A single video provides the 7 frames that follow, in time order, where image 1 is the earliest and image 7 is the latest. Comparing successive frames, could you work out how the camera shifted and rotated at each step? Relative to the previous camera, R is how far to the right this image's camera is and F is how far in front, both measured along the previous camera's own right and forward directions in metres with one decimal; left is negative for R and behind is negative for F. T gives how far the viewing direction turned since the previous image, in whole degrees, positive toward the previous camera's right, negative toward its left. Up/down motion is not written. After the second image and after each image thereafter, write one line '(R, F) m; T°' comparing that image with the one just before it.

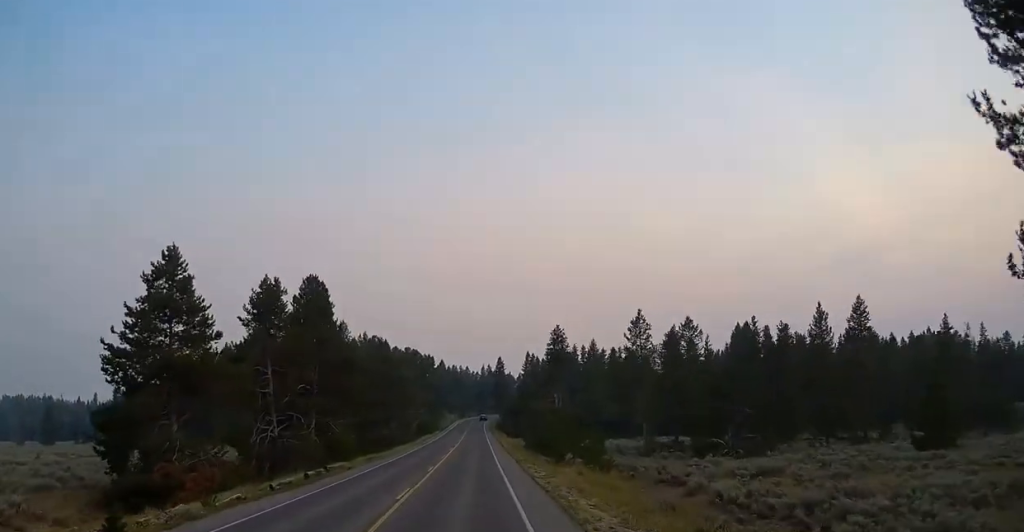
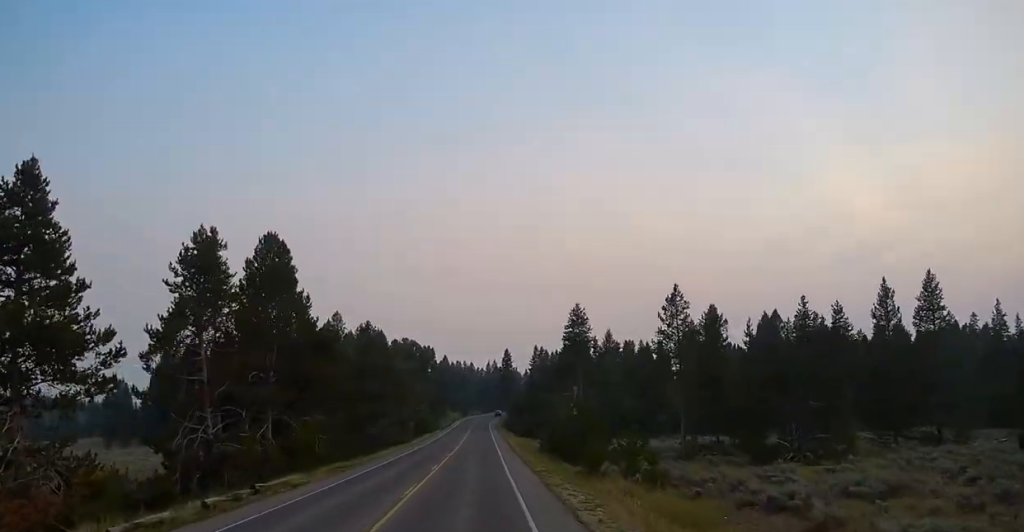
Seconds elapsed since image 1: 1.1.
(0.0, +12.5) m; +1°
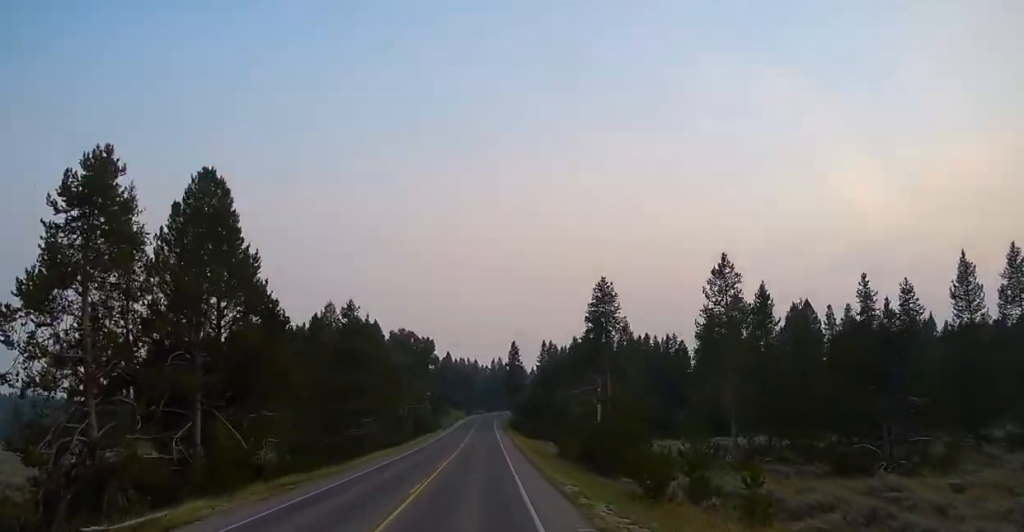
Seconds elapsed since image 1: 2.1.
(+0.2, +11.1) m; +1°
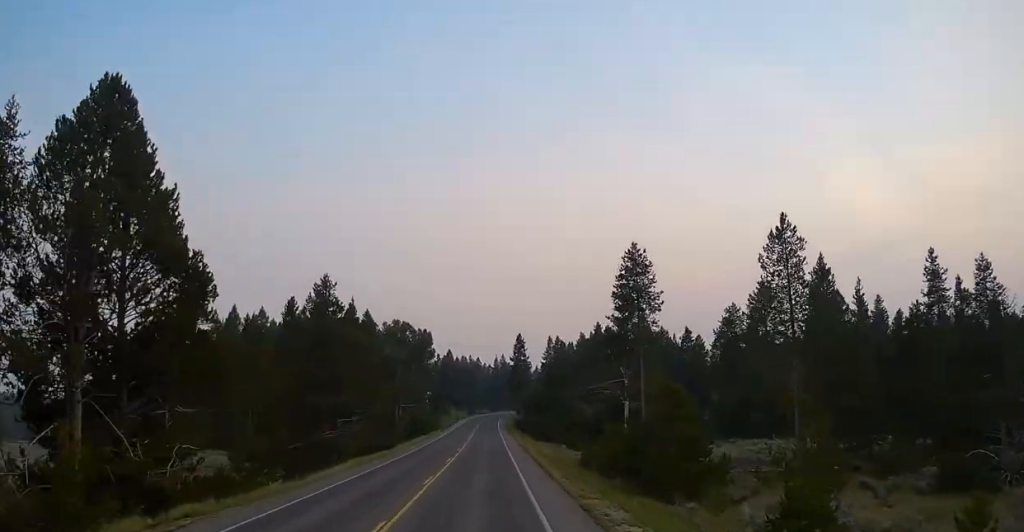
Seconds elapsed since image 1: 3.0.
(0.0, +9.7) m; -1°
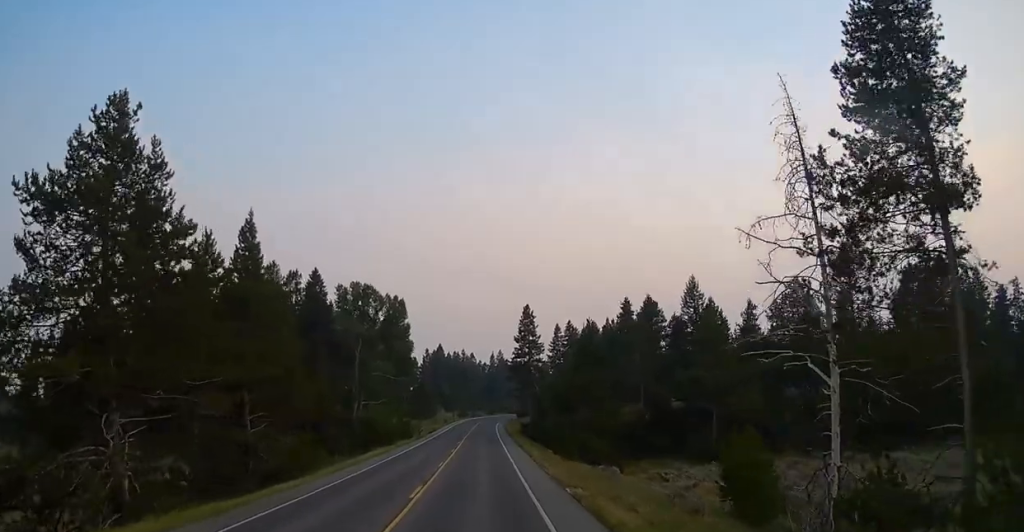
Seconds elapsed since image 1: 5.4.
(-0.2, +28.5) m; +1°
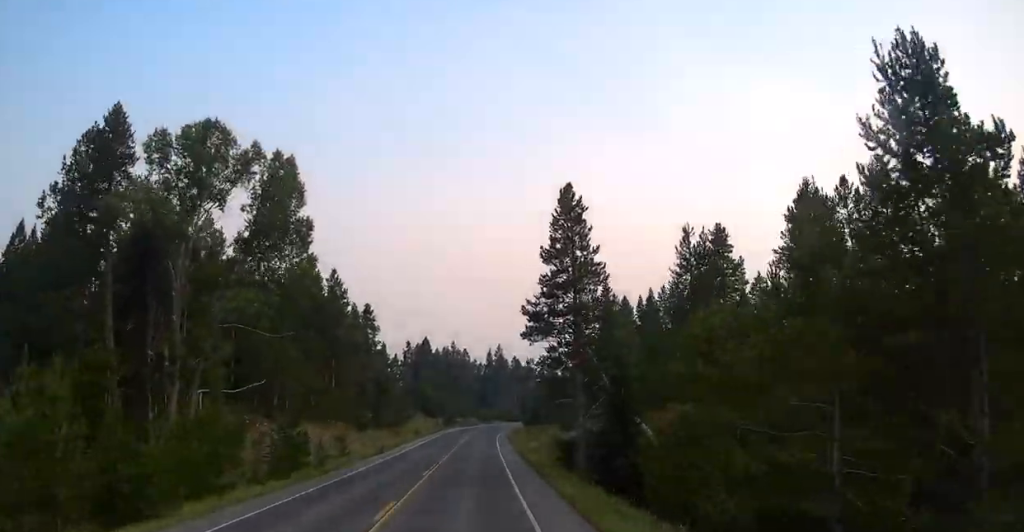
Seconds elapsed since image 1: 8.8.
(+0.4, +38.5) m; +4°
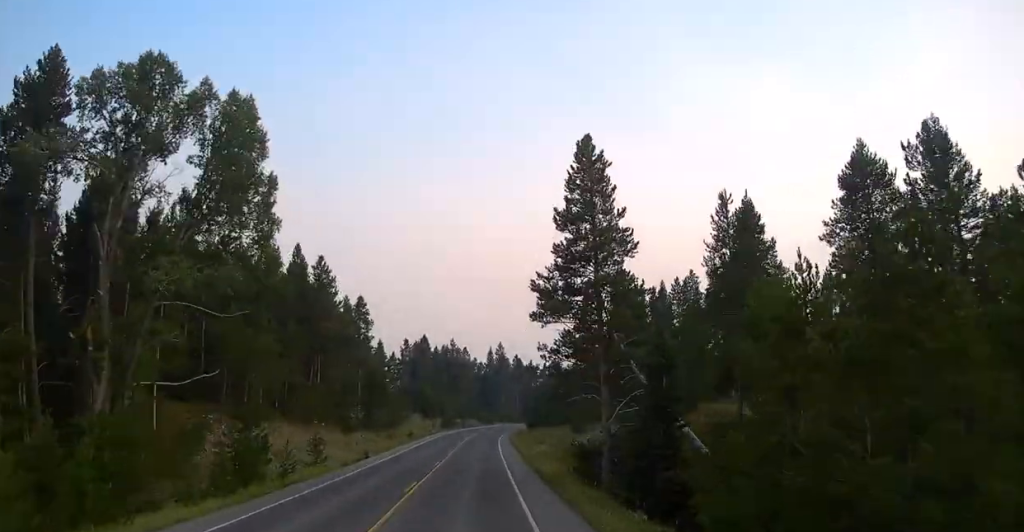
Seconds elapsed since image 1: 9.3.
(+0.3, +5.4) m; +3°
